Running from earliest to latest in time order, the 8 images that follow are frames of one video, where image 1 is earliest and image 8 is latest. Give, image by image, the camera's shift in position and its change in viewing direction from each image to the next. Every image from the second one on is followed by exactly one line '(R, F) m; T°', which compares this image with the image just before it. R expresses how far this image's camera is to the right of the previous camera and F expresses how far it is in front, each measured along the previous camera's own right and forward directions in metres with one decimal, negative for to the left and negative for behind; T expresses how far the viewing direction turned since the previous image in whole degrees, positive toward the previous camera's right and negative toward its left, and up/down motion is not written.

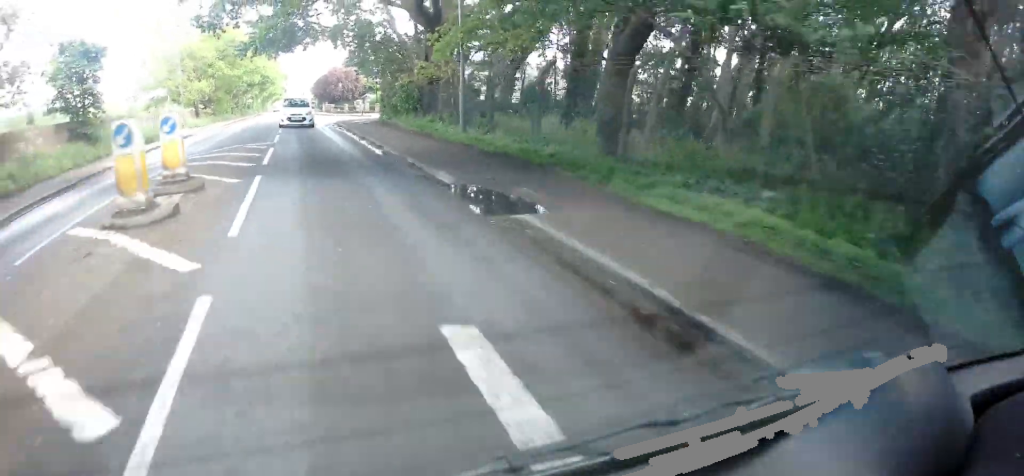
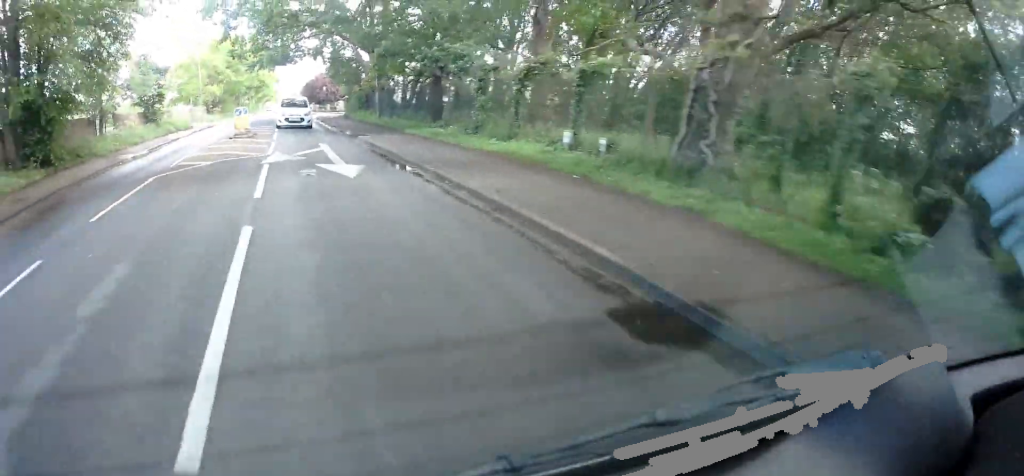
(+0.2, +14.2) m; +1°
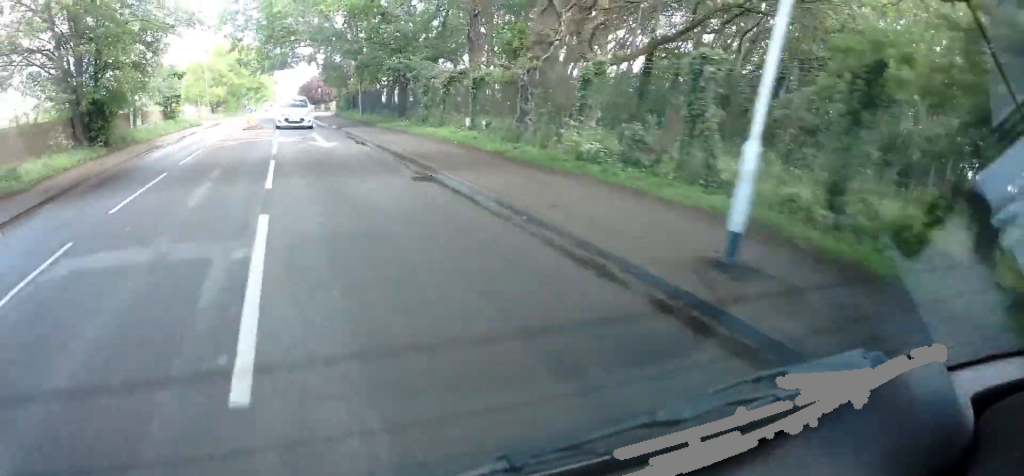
(0.0, +6.4) m; 0°
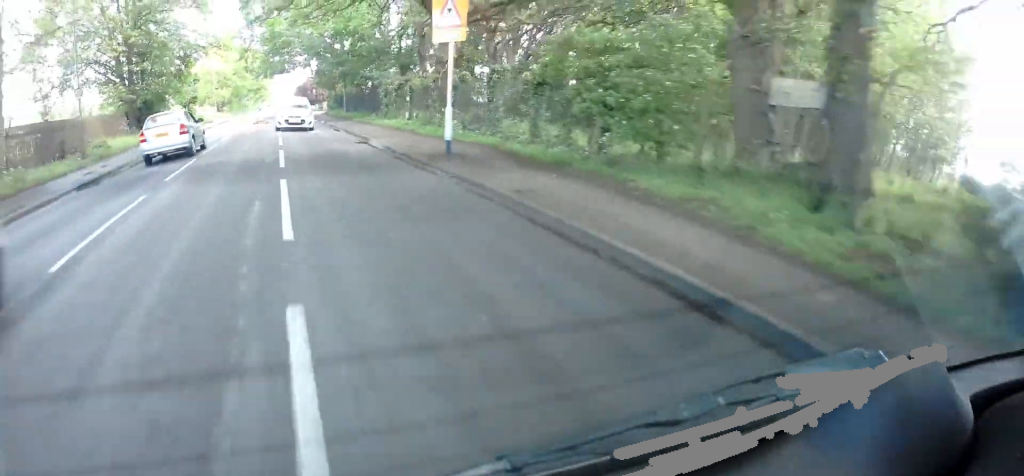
(0.0, +8.6) m; 0°
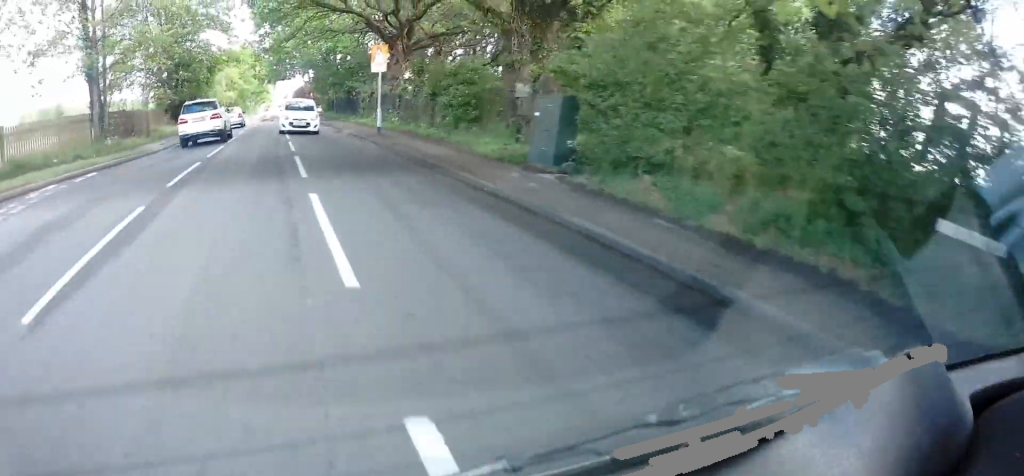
(-0.1, +10.3) m; 0°
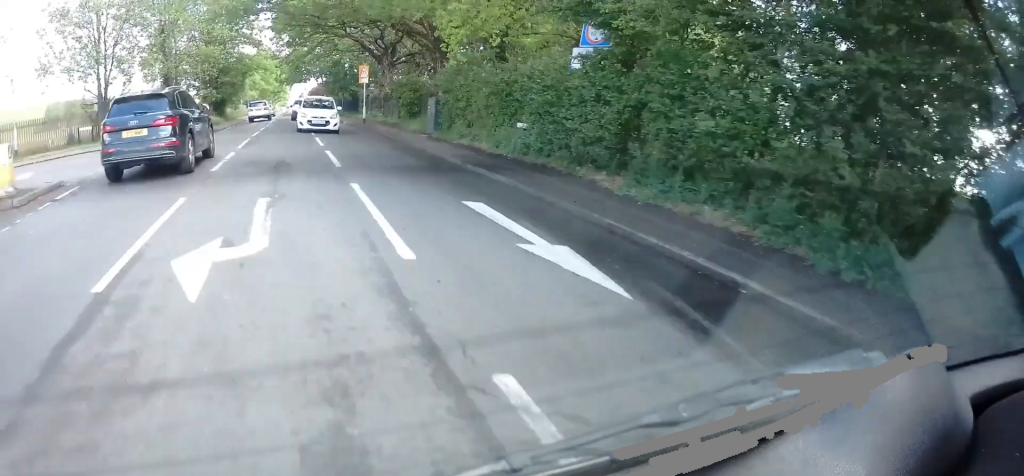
(0.0, +12.6) m; -3°
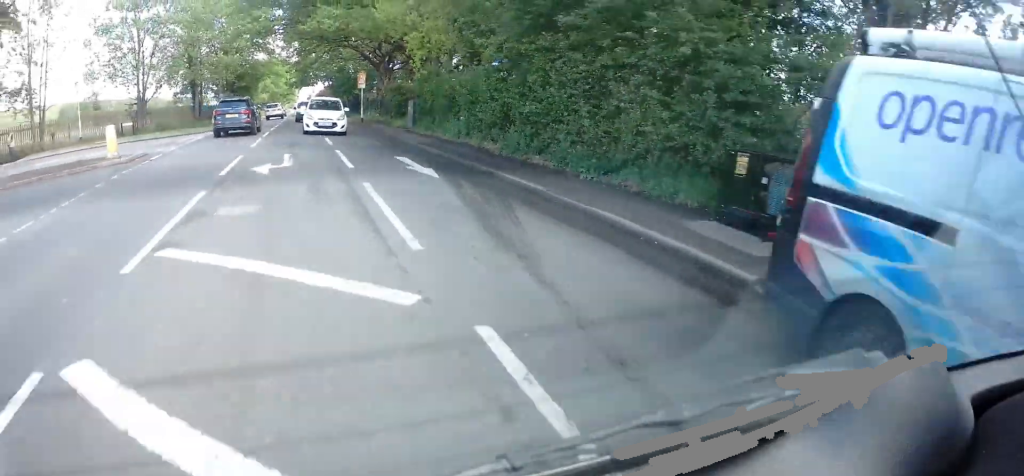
(-0.4, +6.5) m; -1°
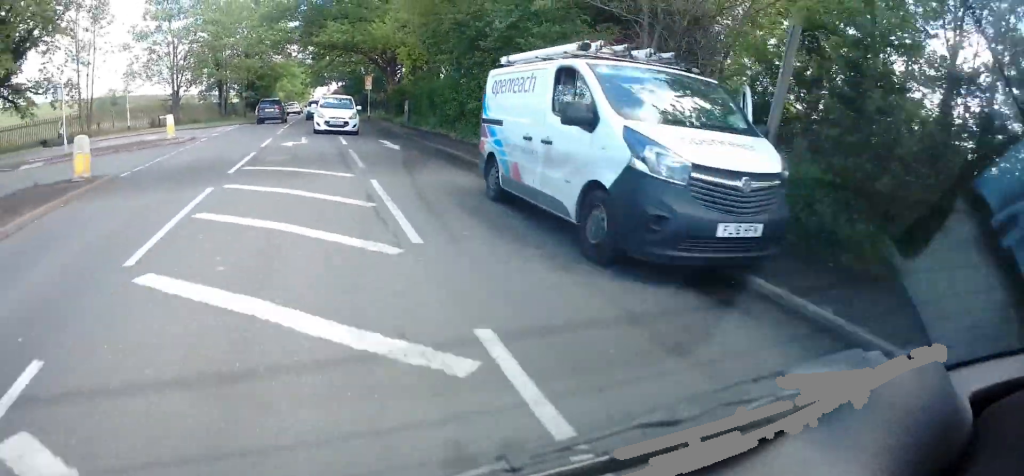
(-0.2, +6.1) m; -1°
